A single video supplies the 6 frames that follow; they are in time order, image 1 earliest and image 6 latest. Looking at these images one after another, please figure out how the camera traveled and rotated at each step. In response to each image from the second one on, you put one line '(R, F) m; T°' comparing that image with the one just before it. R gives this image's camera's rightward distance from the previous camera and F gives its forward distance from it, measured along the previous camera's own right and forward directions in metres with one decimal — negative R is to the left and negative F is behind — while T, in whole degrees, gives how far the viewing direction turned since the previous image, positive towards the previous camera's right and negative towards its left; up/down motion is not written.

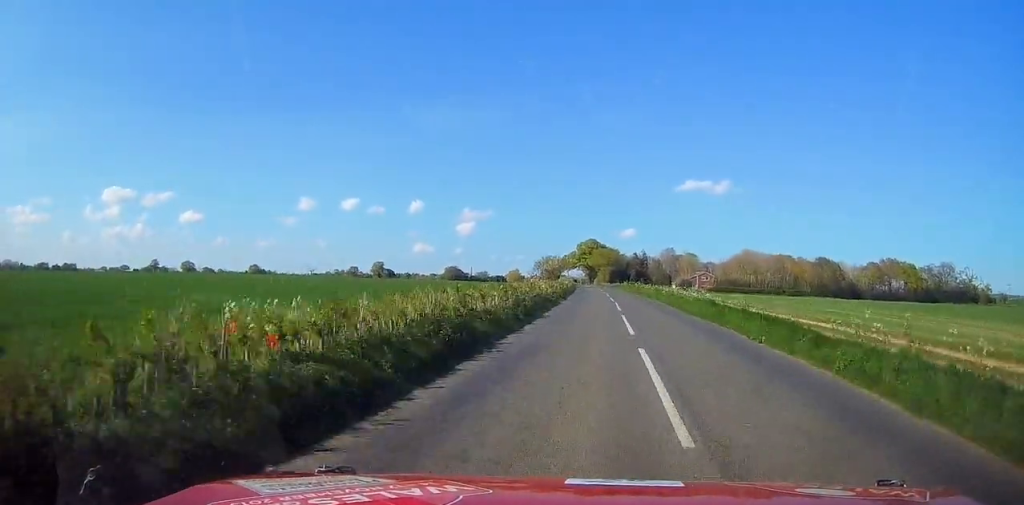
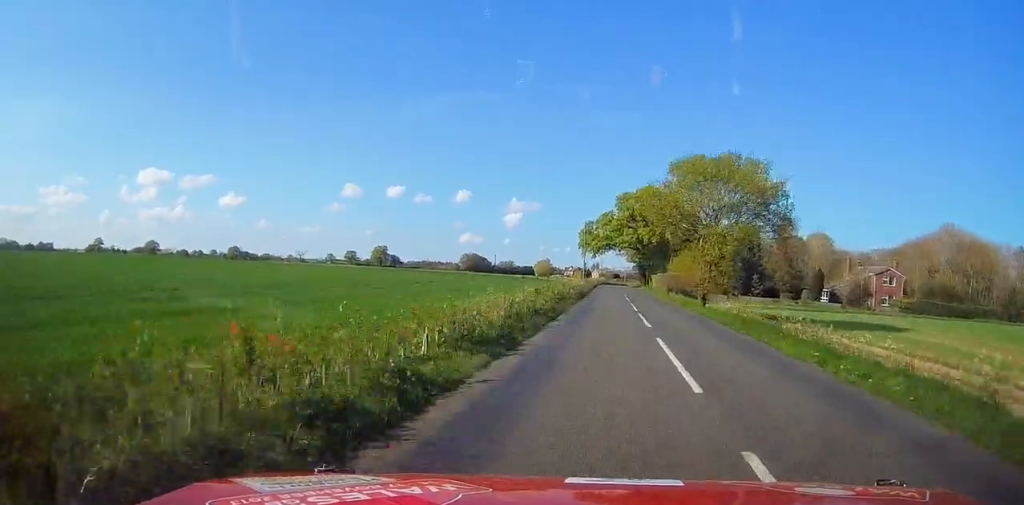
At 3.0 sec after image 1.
(-4.7, +118.4) m; -4°
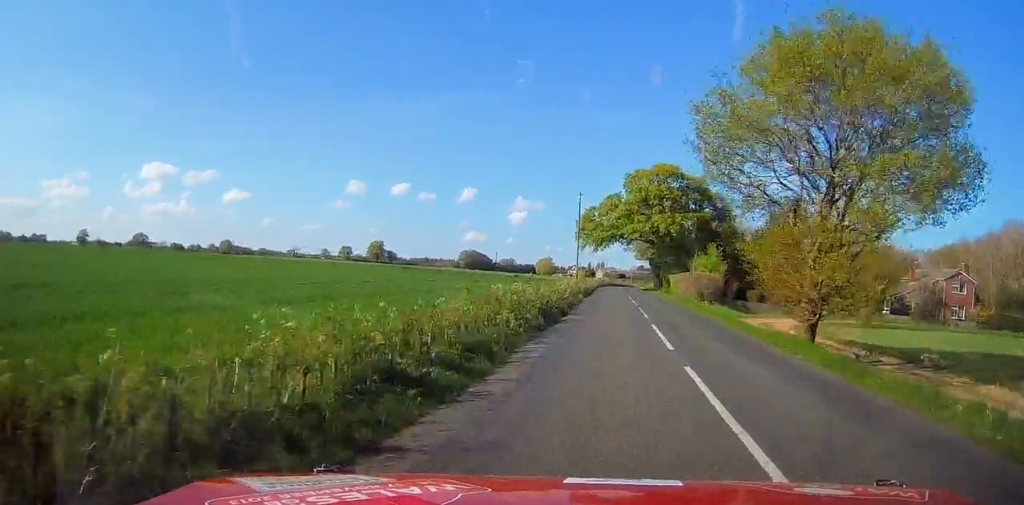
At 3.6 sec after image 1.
(0.0, +21.4) m; 0°
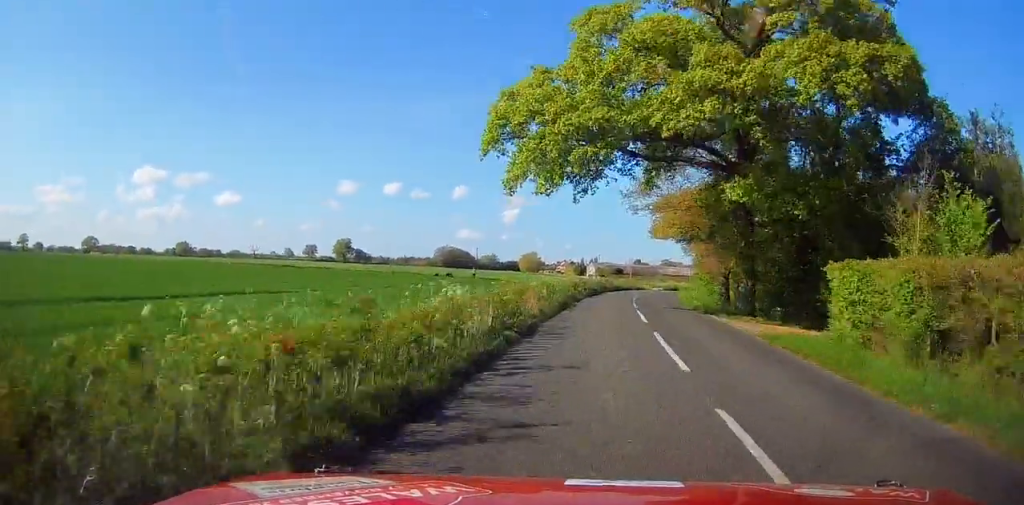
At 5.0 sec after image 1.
(-0.4, +55.0) m; 0°
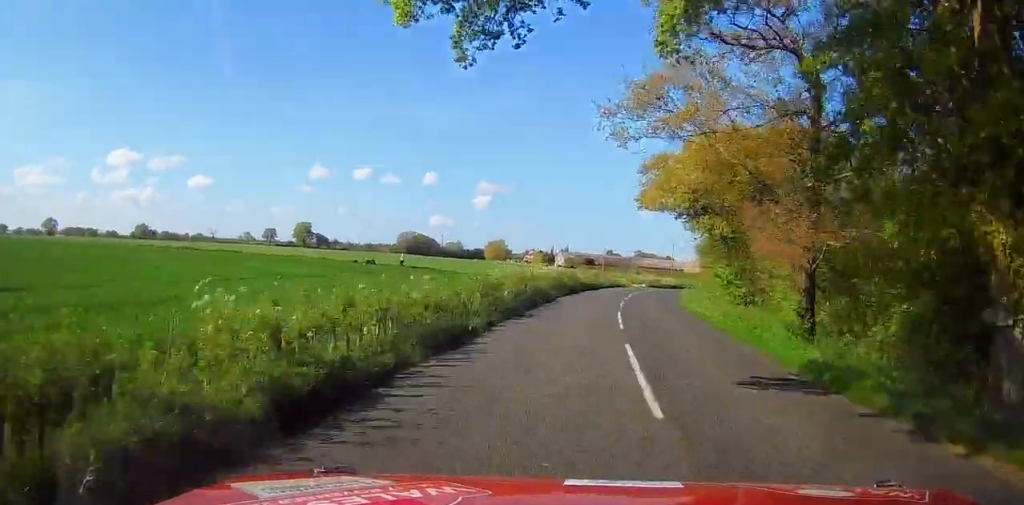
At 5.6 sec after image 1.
(-0.3, +20.5) m; +2°
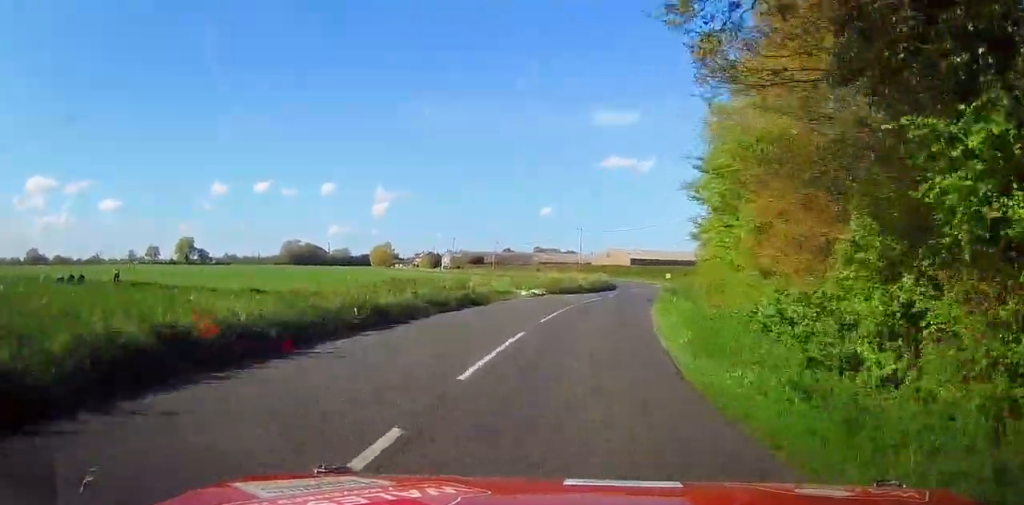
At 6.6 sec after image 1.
(+1.6, +33.2) m; +6°
